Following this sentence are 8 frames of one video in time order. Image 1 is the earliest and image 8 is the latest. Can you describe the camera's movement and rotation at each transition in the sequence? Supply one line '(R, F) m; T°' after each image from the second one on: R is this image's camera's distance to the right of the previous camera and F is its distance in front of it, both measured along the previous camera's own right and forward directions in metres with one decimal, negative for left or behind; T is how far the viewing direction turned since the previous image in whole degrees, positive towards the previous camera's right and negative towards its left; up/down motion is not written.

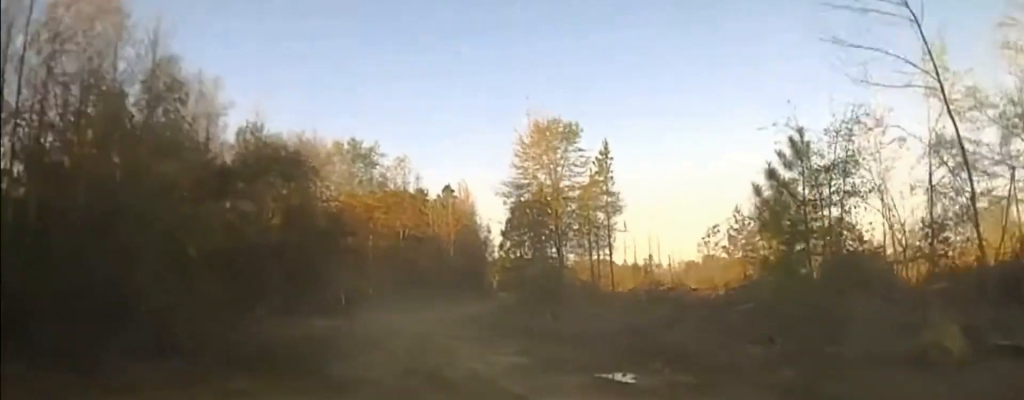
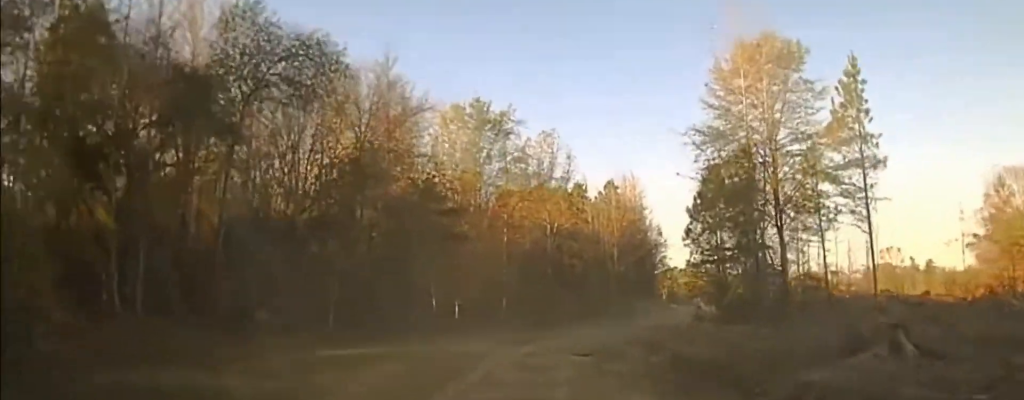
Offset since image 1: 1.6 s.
(-2.0, +29.1) m; -9°
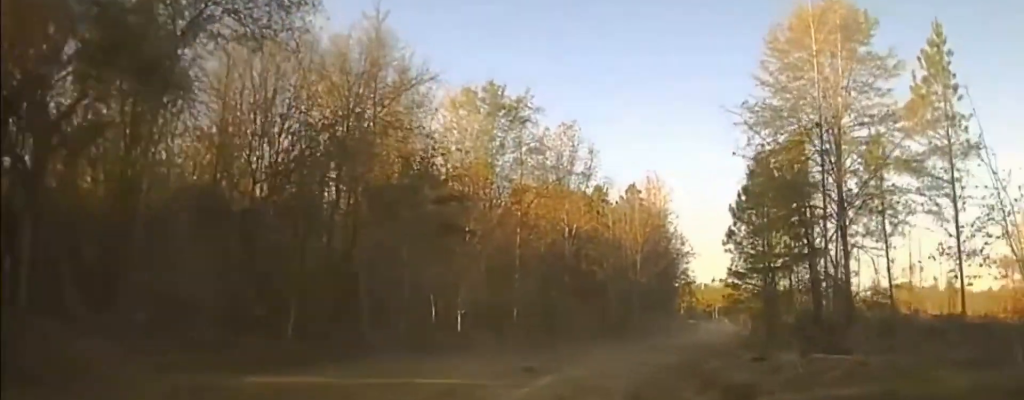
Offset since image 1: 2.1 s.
(-0.5, +7.8) m; -1°
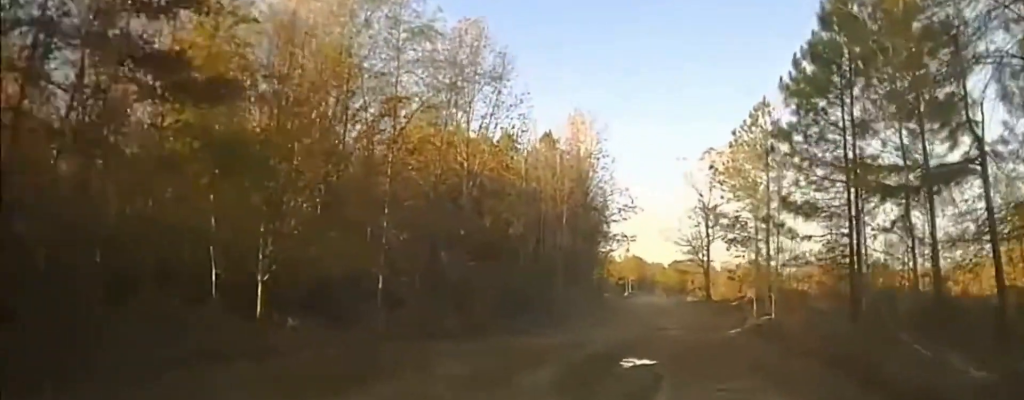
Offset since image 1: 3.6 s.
(+0.3, +20.5) m; +7°
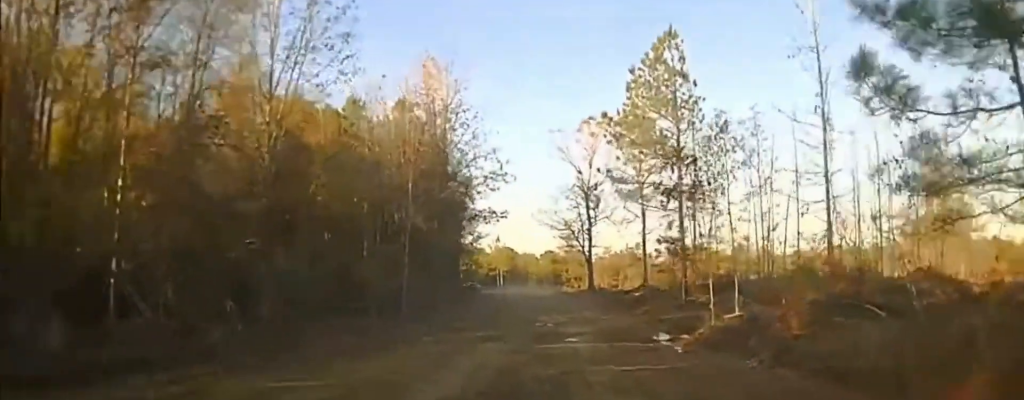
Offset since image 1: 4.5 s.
(+1.1, +12.5) m; +7°
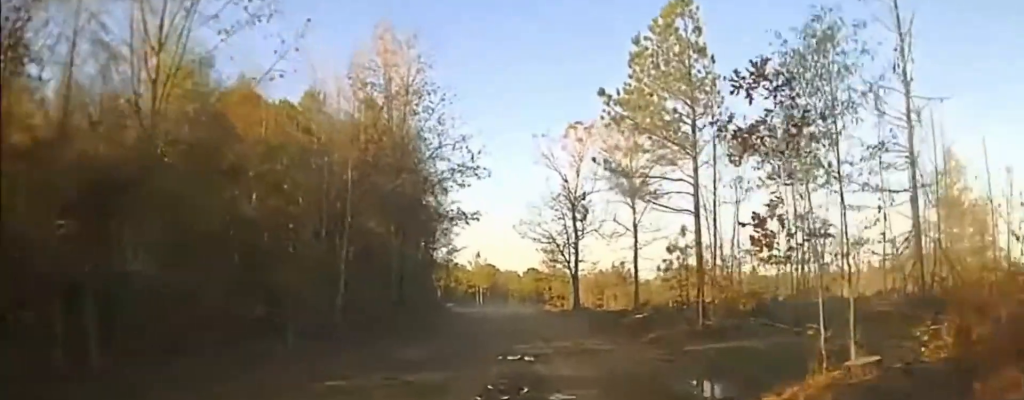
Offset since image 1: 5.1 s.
(+0.3, +9.4) m; +2°
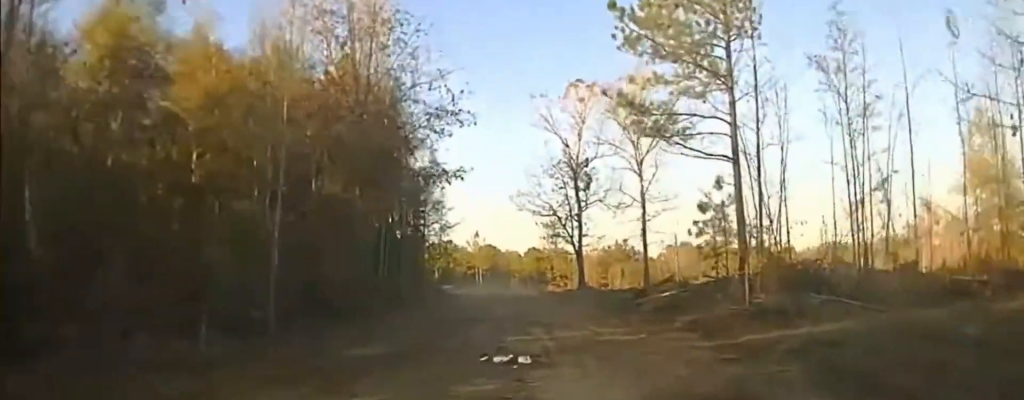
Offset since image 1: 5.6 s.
(+0.1, +7.9) m; +1°
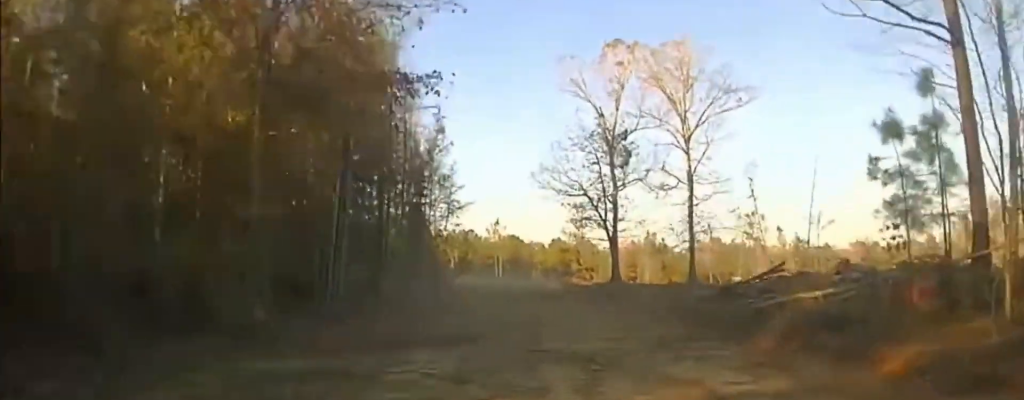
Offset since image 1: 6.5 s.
(+0.1, +15.8) m; -1°
